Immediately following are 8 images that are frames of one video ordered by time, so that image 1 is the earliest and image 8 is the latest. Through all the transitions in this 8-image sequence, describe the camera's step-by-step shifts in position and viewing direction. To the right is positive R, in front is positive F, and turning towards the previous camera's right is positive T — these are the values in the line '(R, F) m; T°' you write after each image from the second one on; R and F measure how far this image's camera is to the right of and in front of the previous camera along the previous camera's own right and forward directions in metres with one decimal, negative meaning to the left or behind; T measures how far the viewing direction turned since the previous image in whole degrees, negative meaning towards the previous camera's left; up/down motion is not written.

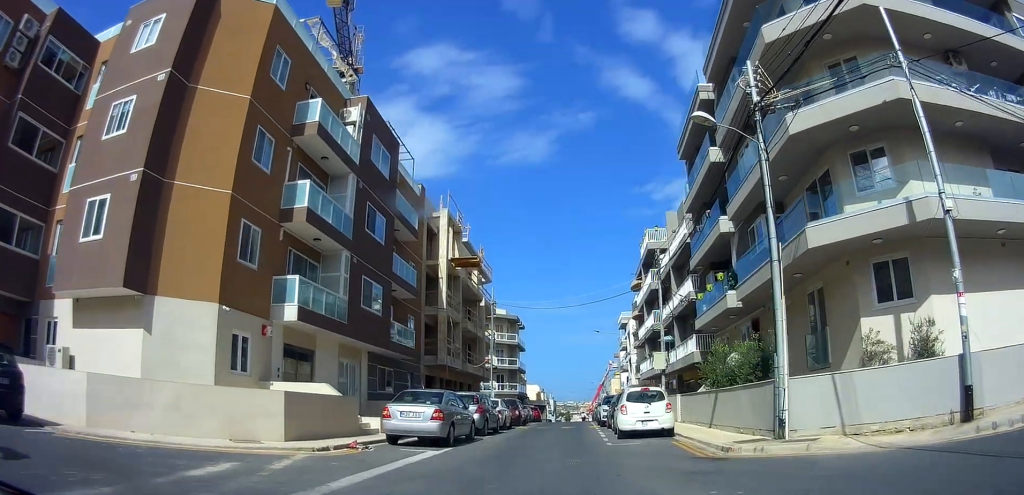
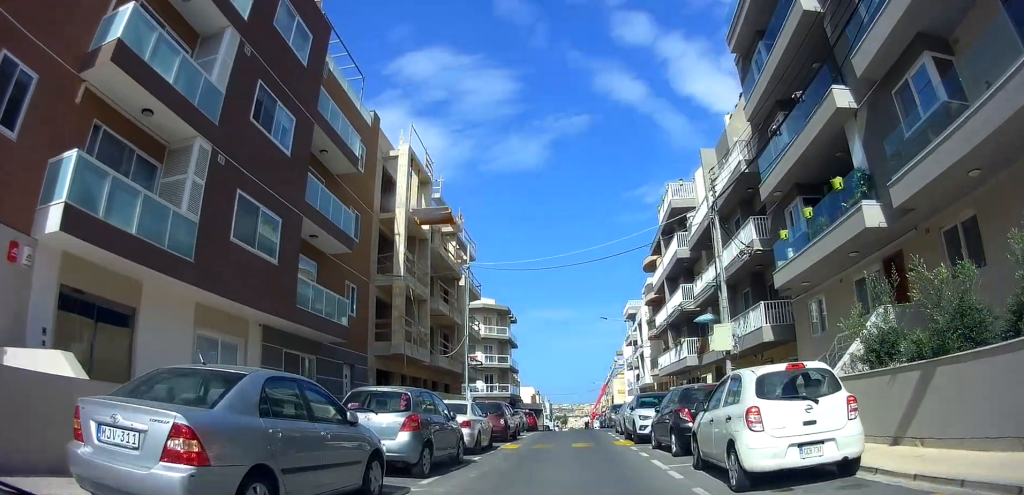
(-0.2, +10.1) m; -1°
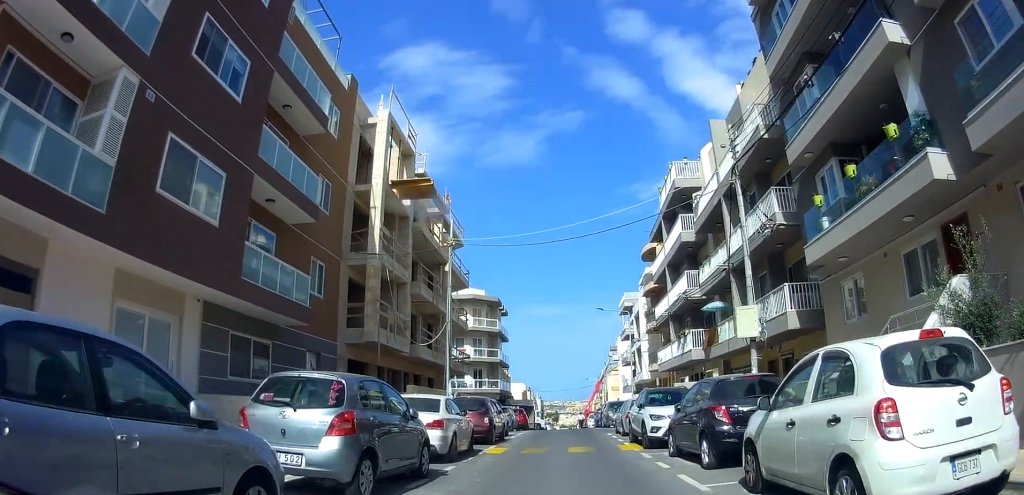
(-0.1, +2.8) m; 0°
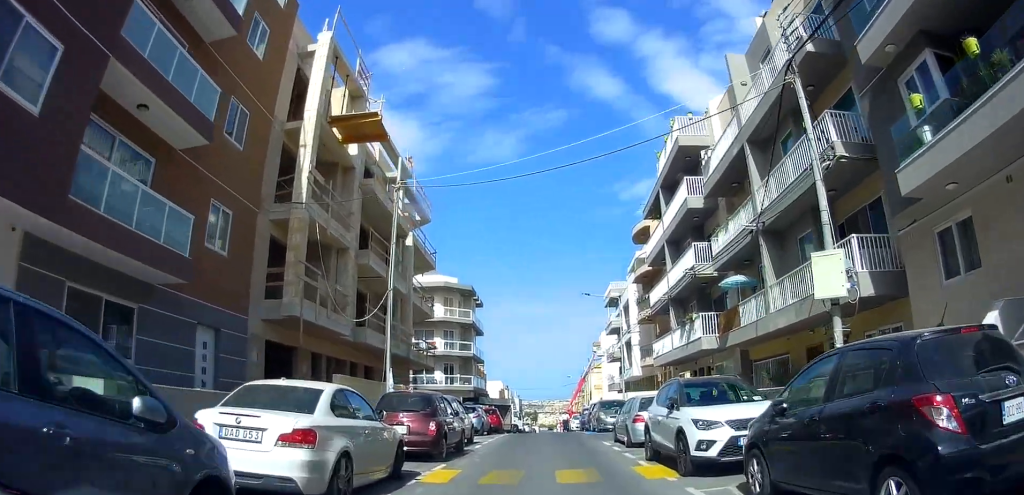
(-0.3, +5.4) m; 0°
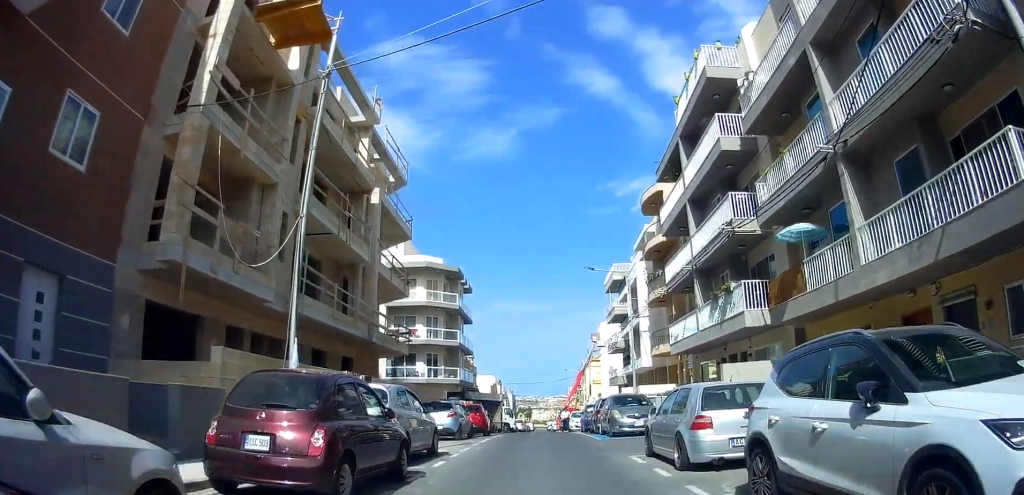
(+0.5, +5.9) m; 0°
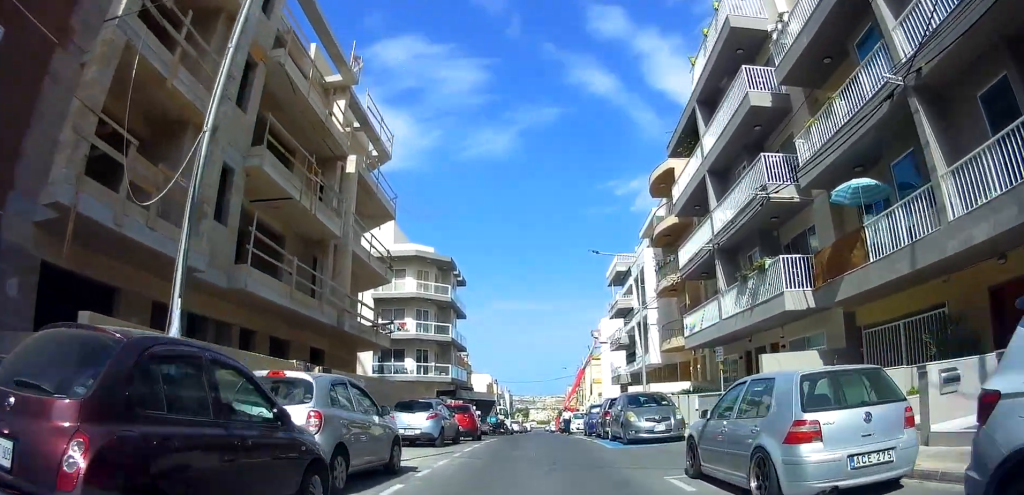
(-0.3, +3.4) m; 0°
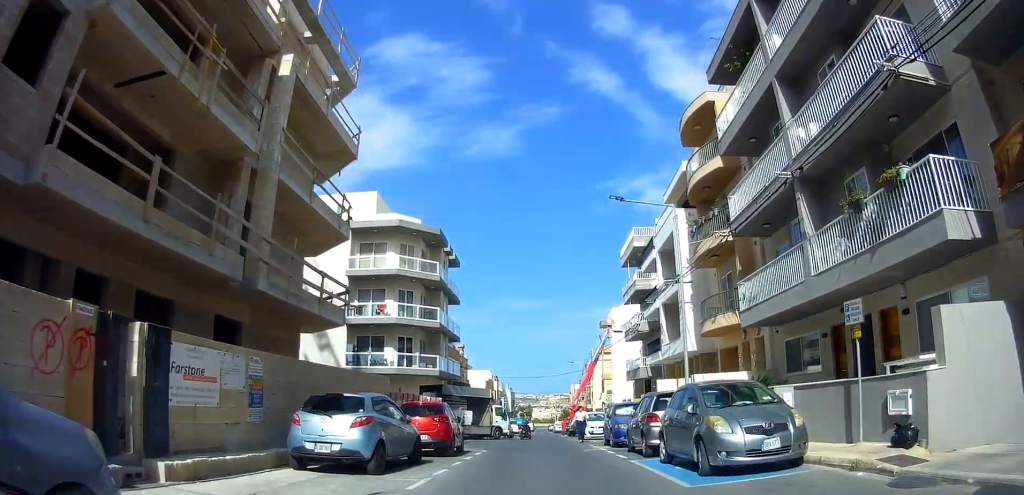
(0.0, +7.2) m; 0°
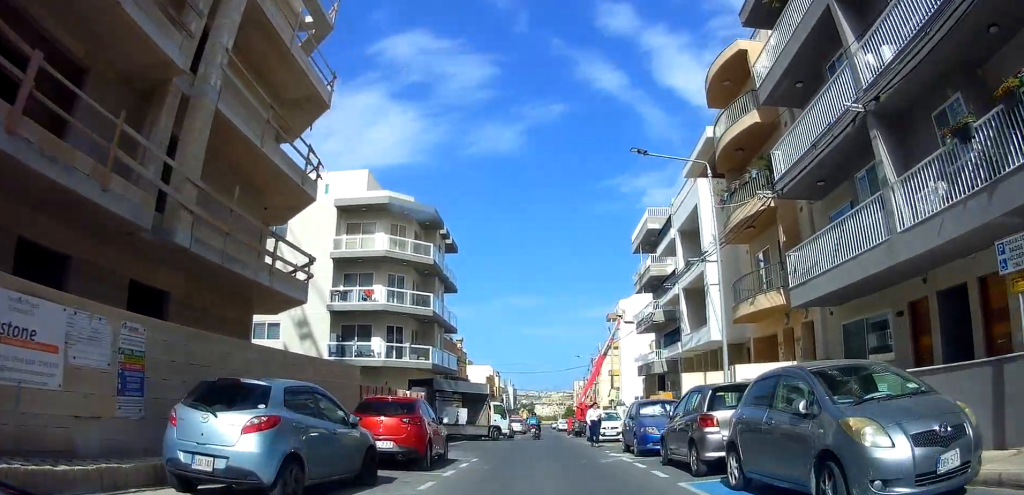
(+0.2, +3.9) m; -1°
